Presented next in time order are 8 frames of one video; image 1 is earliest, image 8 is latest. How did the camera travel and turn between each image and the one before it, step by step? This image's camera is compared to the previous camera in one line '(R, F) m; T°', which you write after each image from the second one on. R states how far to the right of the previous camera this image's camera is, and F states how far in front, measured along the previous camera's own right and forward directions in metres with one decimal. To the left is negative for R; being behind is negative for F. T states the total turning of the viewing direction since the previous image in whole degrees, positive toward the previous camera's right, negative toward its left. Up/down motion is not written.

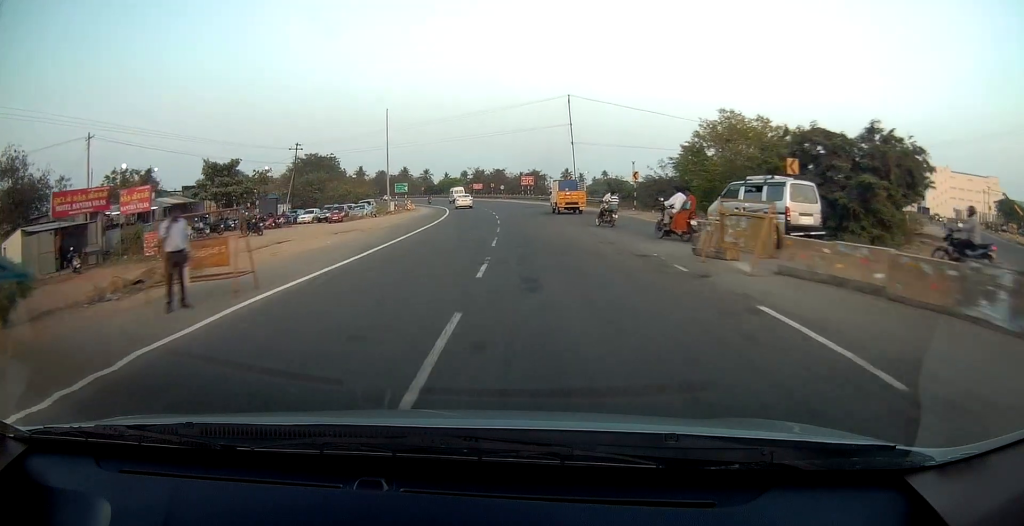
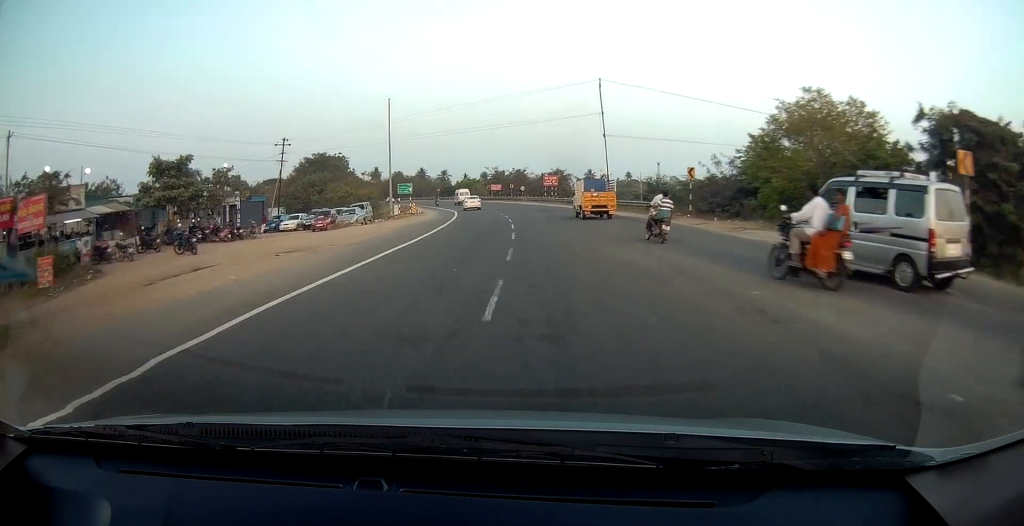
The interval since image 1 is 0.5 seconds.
(+0.1, +9.4) m; -2°
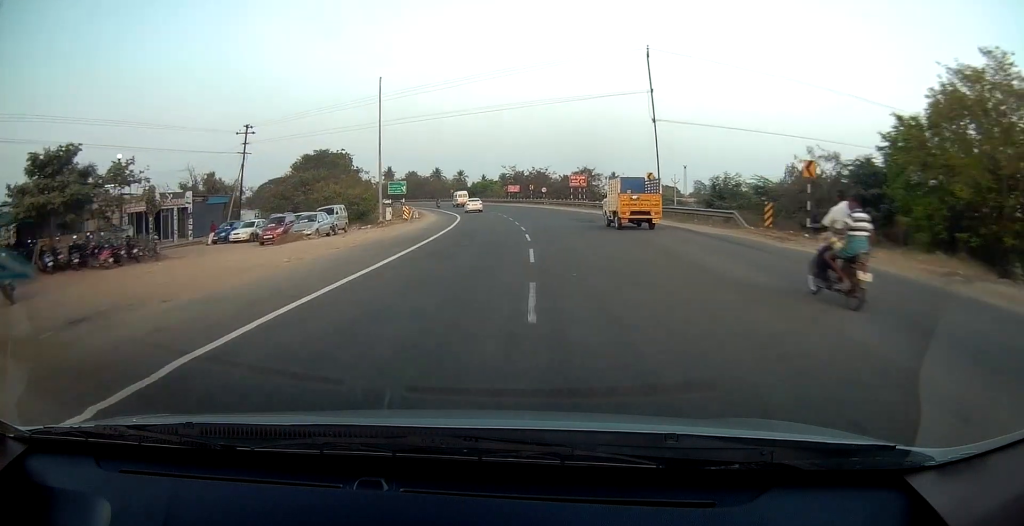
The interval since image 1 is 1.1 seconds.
(-0.5, +12.4) m; -2°
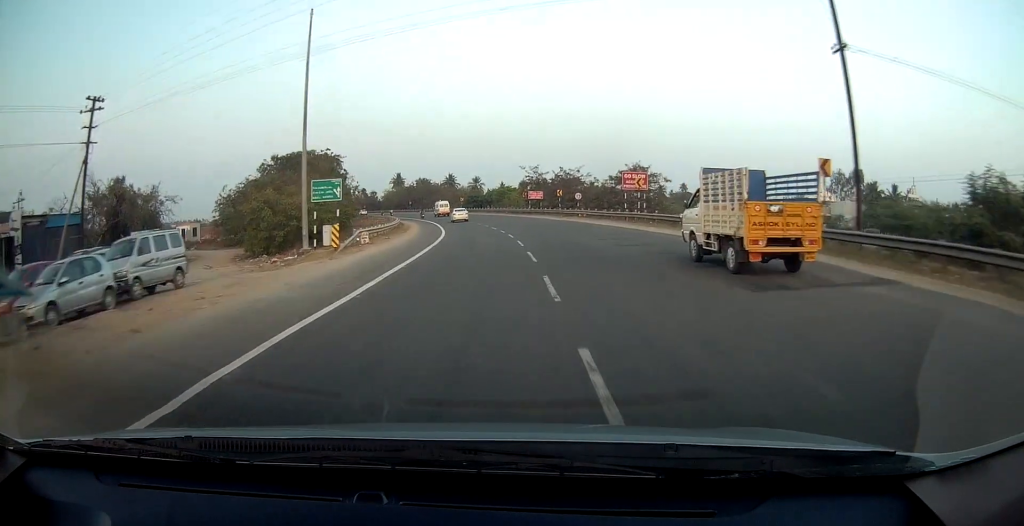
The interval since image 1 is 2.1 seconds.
(-0.6, +21.7) m; -3°
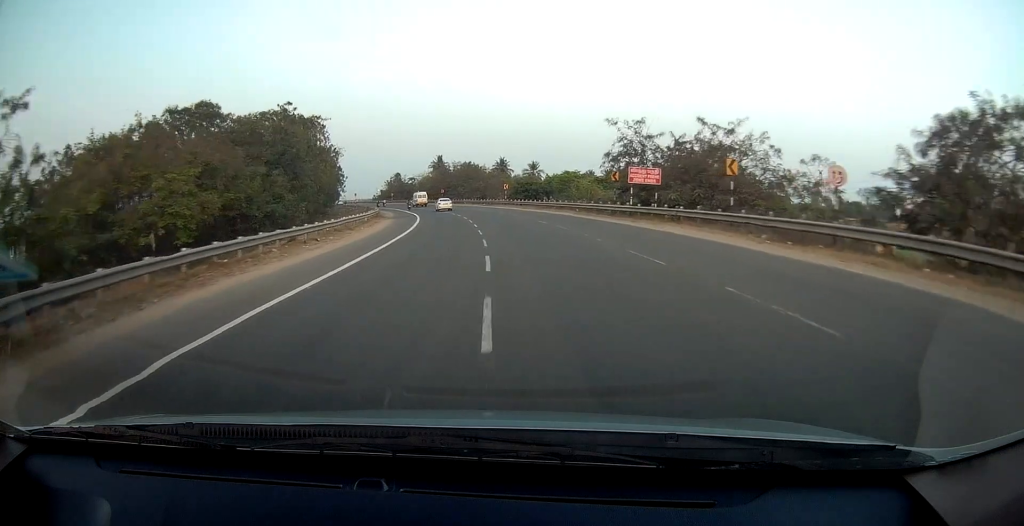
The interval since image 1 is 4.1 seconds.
(-2.2, +39.3) m; -7°
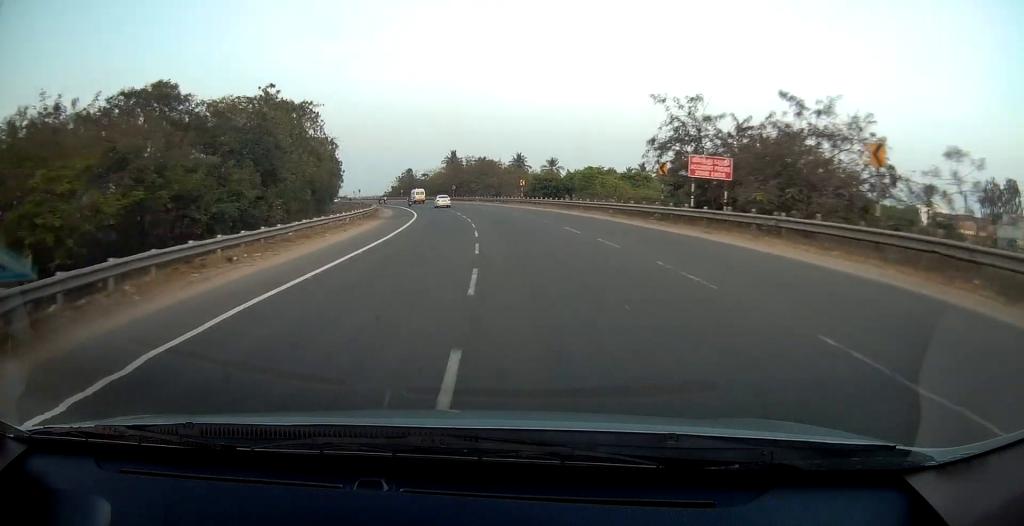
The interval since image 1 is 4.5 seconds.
(-0.1, +9.0) m; -2°
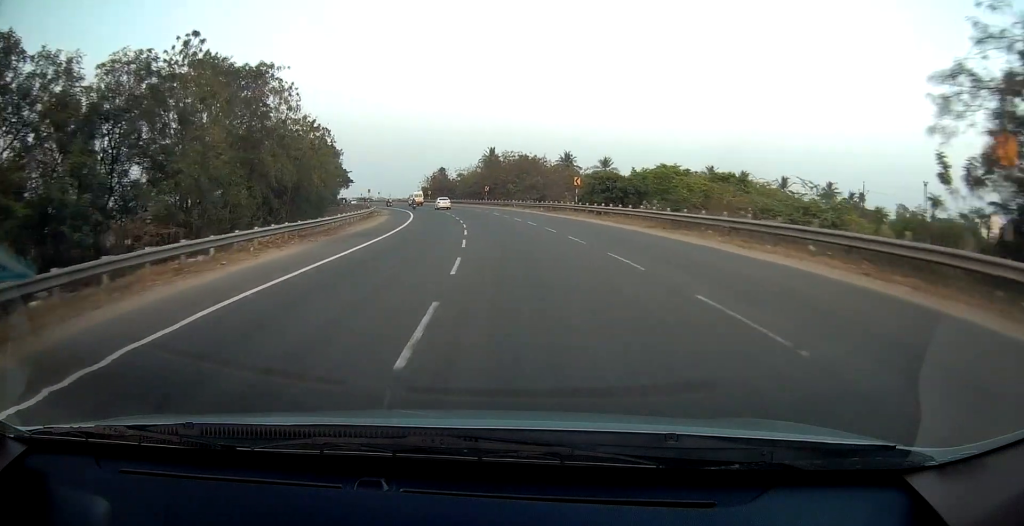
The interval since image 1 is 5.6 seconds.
(-0.7, +21.4) m; -4°
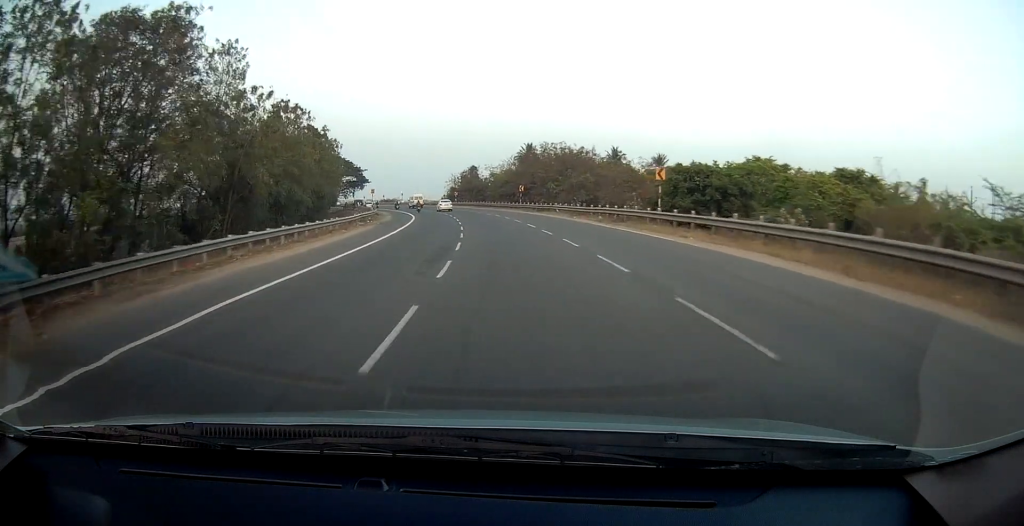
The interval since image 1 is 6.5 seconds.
(-0.5, +17.9) m; -5°
